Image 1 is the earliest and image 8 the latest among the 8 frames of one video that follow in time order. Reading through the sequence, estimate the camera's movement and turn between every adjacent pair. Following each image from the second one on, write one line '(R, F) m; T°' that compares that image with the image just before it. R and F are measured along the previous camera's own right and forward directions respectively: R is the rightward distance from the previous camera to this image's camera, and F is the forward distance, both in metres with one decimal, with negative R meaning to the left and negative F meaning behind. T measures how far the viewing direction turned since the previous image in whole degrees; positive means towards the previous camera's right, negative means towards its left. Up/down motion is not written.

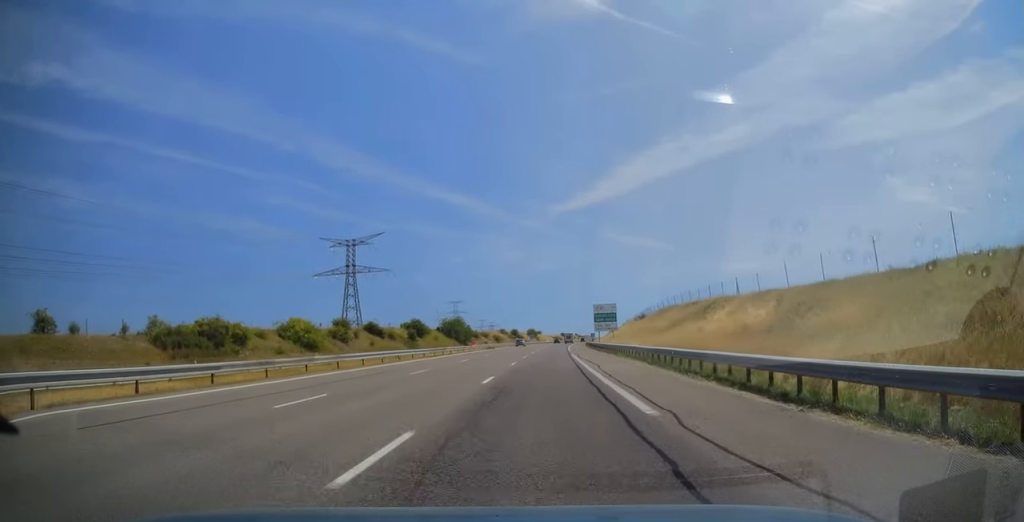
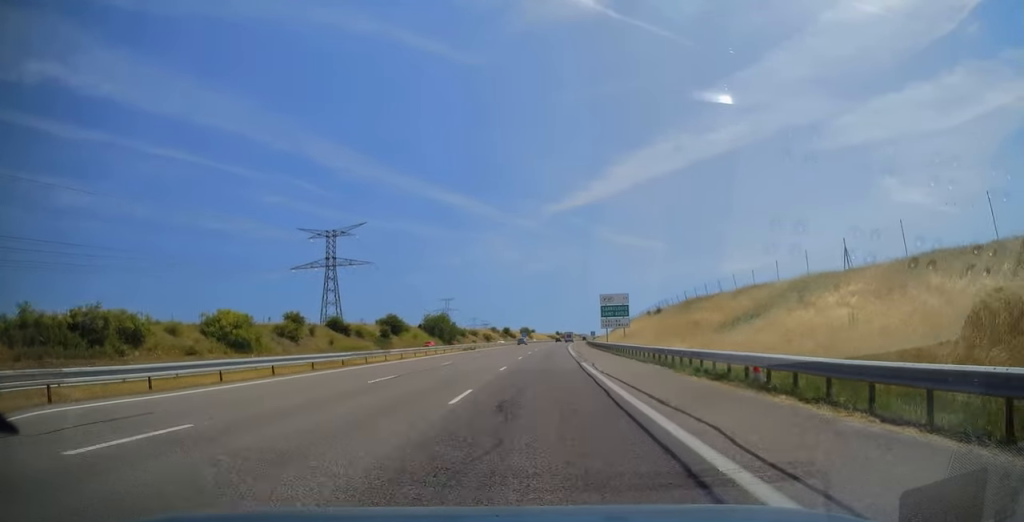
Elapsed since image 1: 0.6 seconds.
(+0.1, +19.1) m; +1°
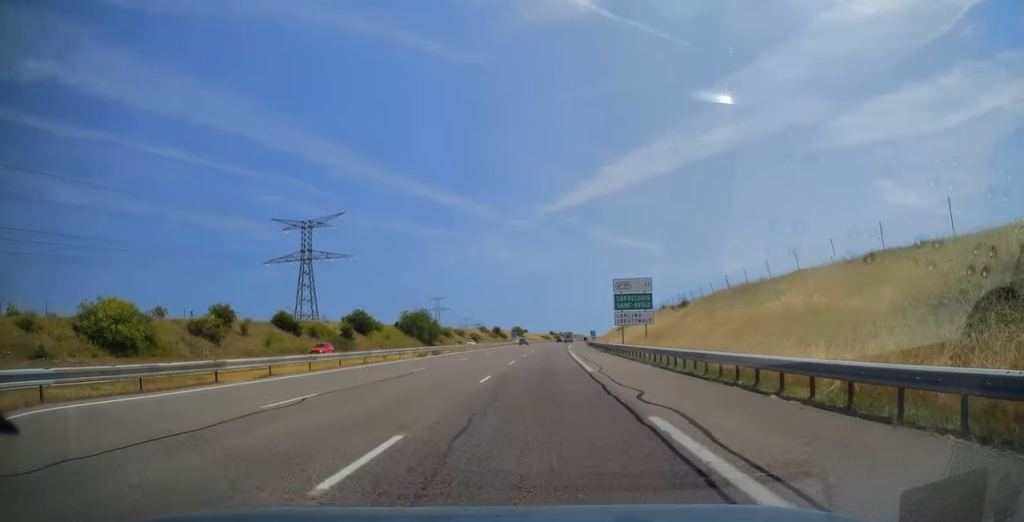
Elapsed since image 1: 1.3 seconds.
(+0.2, +20.1) m; +1°
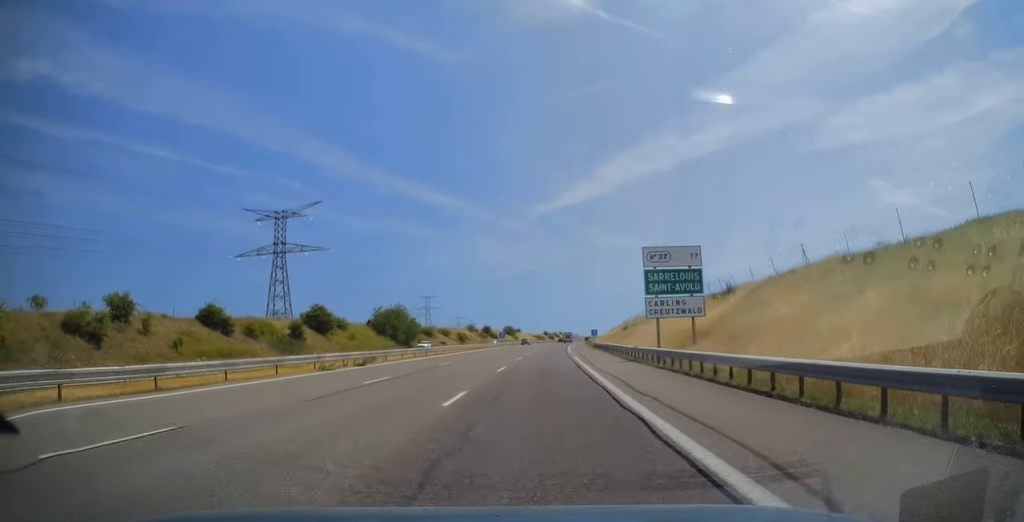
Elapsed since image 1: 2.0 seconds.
(0.0, +19.1) m; +1°
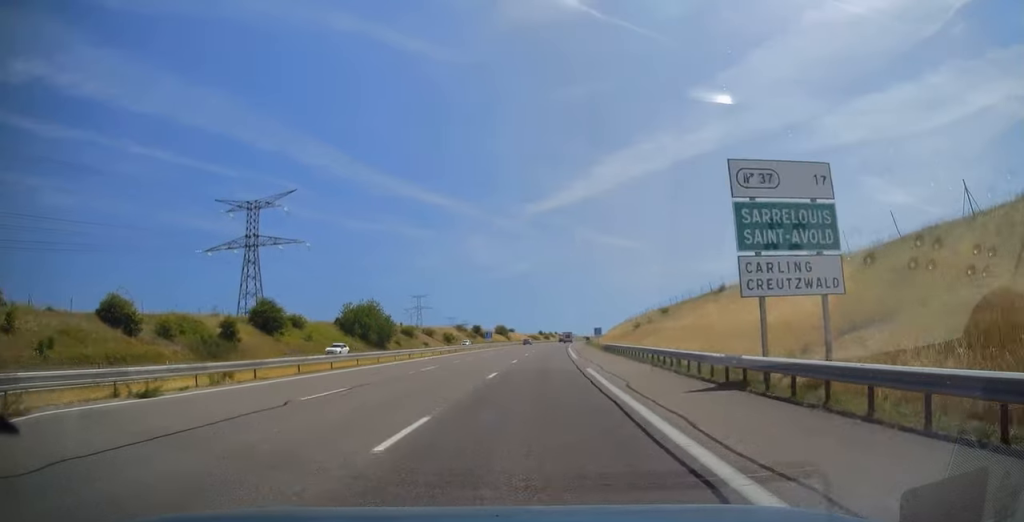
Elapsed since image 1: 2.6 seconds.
(+0.1, +17.7) m; +1°
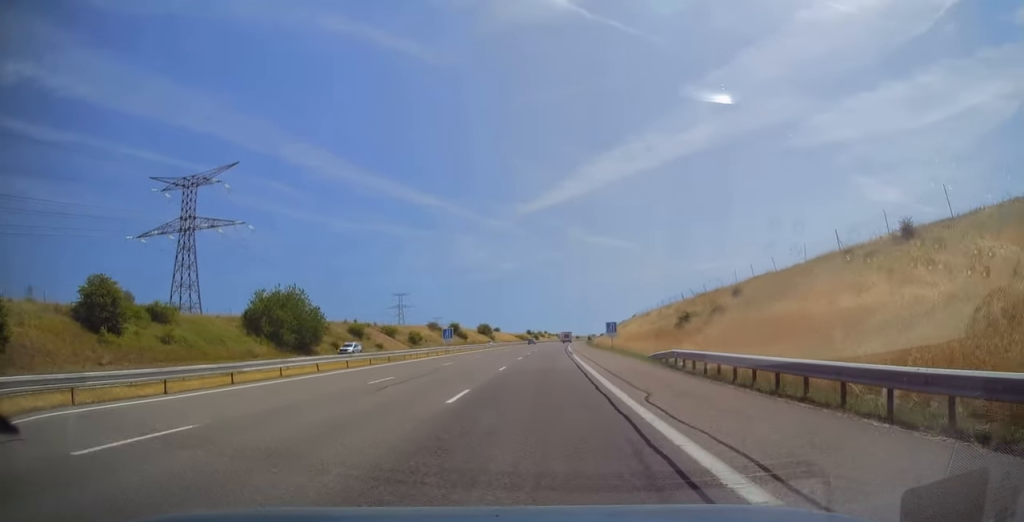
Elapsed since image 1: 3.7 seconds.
(+0.4, +33.4) m; +1°
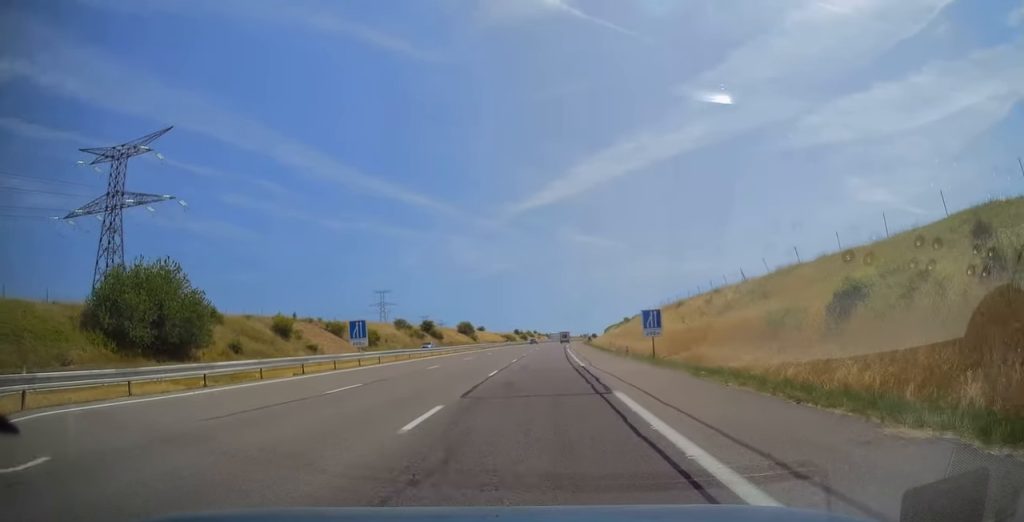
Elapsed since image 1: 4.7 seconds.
(0.0, +29.5) m; 0°
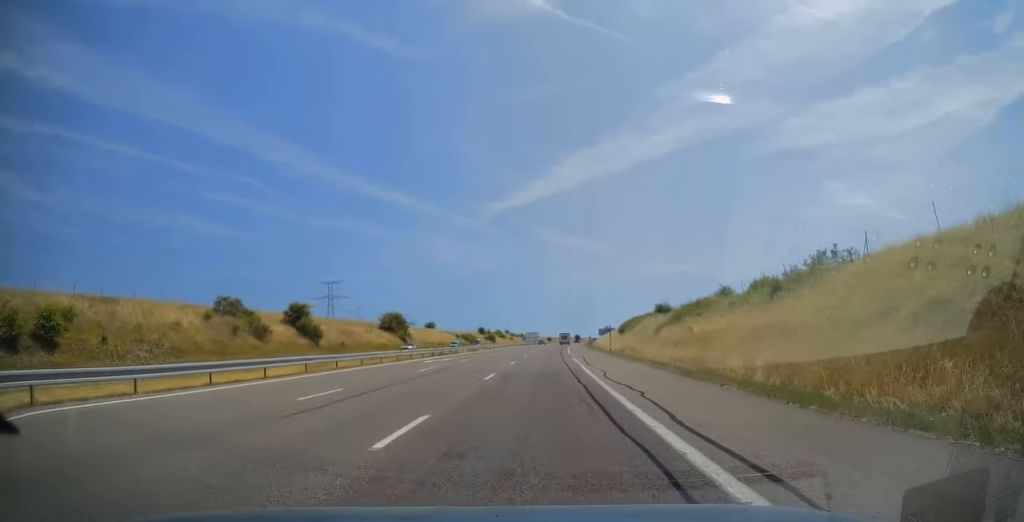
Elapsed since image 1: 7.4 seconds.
(+2.2, +79.1) m; +3°
